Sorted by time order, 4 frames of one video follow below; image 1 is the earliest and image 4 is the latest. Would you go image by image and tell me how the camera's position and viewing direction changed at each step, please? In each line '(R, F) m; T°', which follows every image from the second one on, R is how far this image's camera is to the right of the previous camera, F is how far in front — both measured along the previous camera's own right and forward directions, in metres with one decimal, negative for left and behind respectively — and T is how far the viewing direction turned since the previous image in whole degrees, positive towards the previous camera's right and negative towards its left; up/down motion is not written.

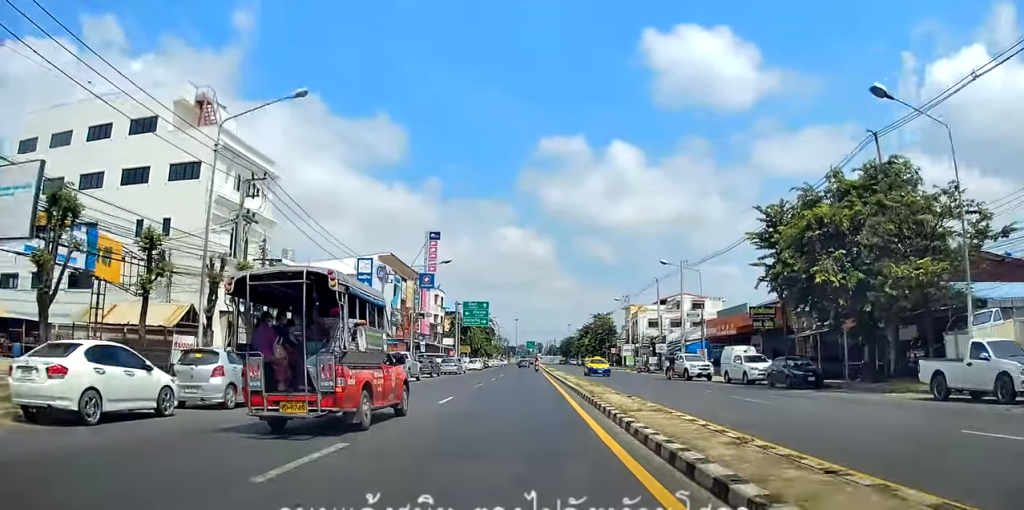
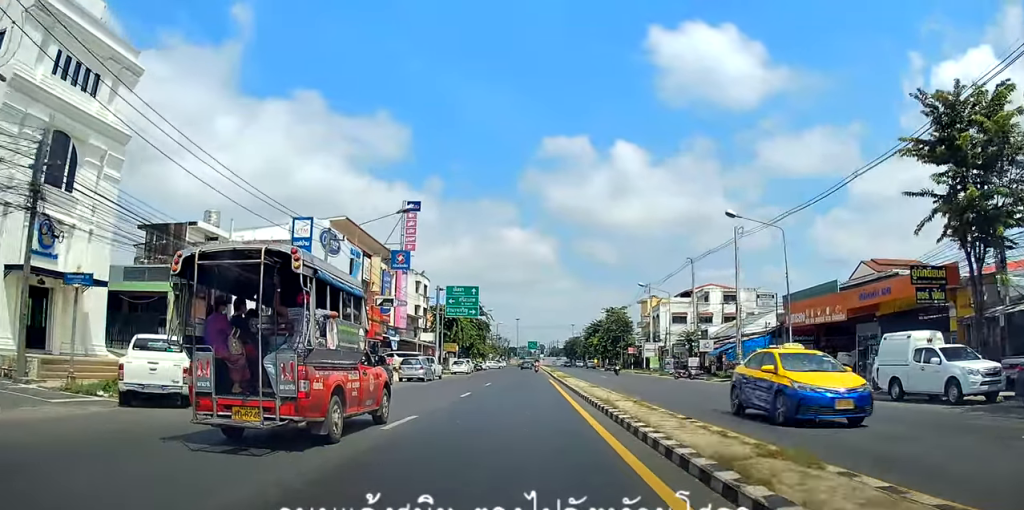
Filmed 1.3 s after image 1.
(-0.7, +19.3) m; -1°
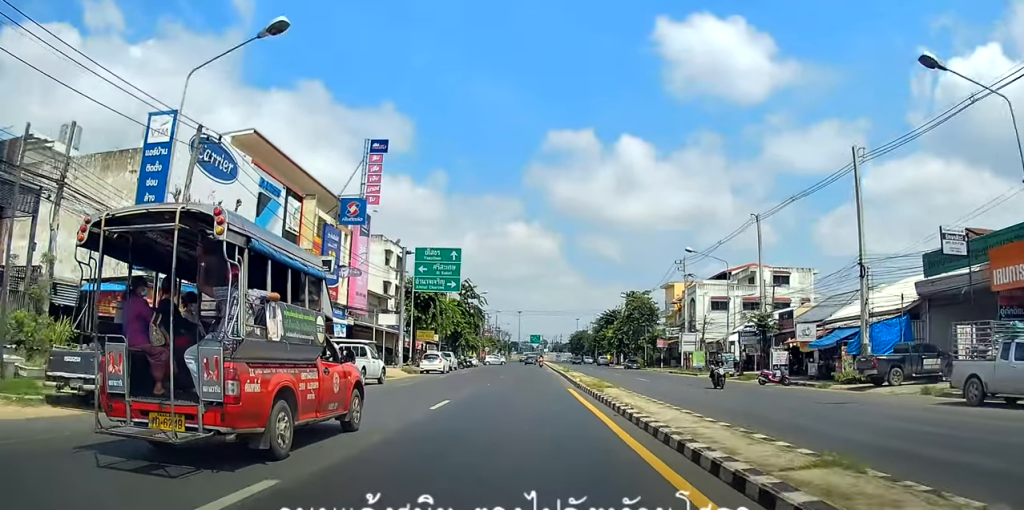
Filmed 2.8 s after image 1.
(+0.2, +20.5) m; +1°
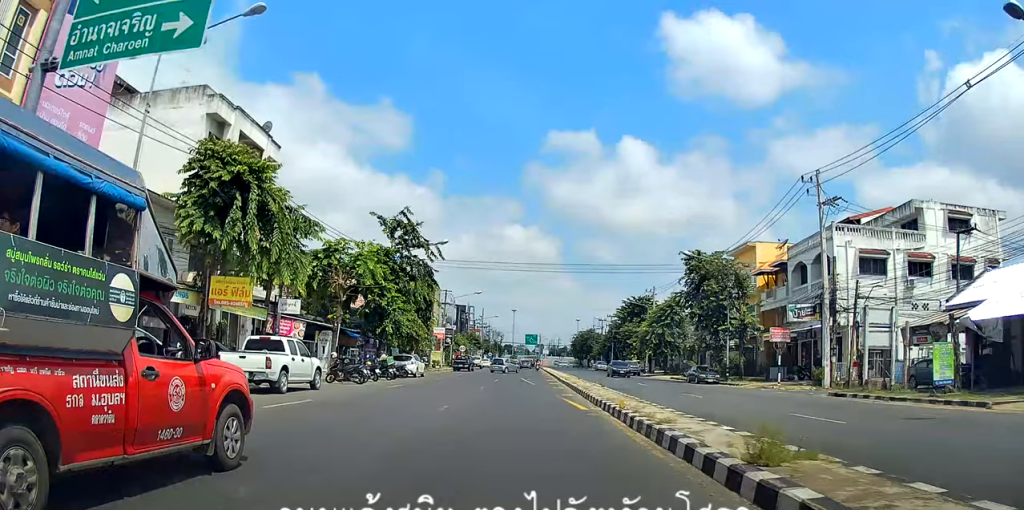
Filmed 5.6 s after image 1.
(-1.6, +38.7) m; -3°
